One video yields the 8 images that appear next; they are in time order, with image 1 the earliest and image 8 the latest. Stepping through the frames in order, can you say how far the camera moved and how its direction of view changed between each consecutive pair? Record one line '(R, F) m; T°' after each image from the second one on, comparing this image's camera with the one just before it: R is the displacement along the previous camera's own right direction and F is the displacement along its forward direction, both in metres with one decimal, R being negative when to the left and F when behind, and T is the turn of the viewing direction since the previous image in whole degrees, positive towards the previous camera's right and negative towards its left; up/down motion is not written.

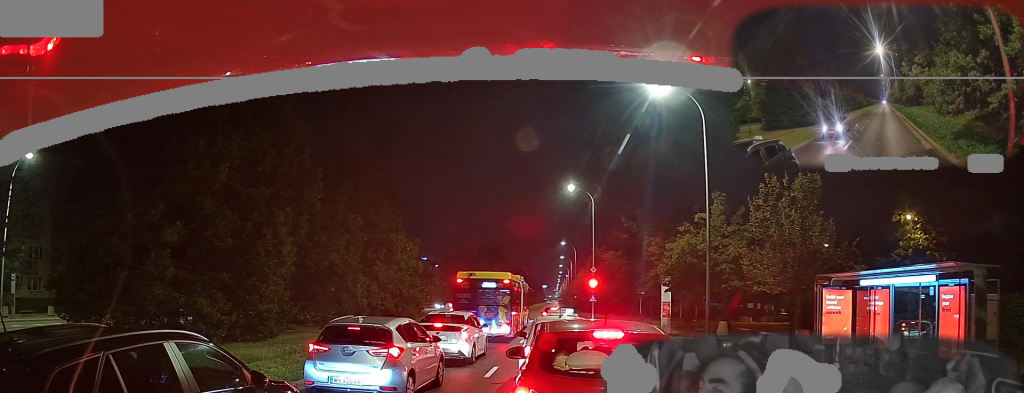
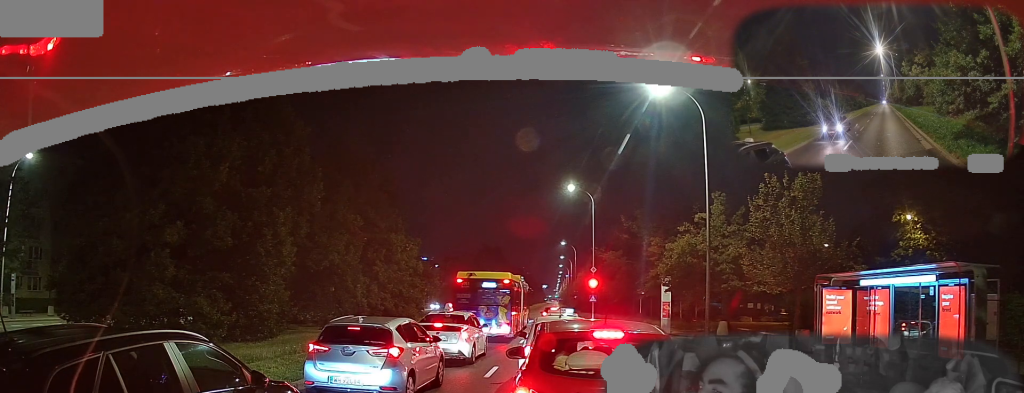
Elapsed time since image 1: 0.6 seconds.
(0.0, 0.0) m; 0°
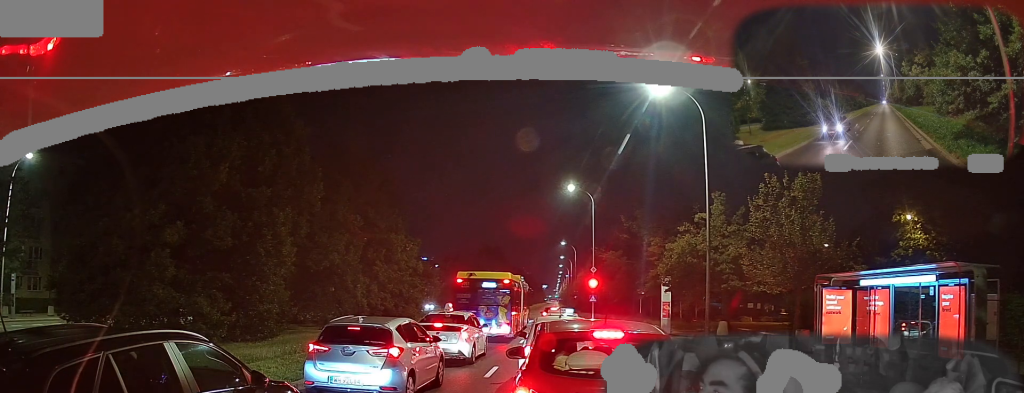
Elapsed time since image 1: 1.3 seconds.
(0.0, 0.0) m; 0°
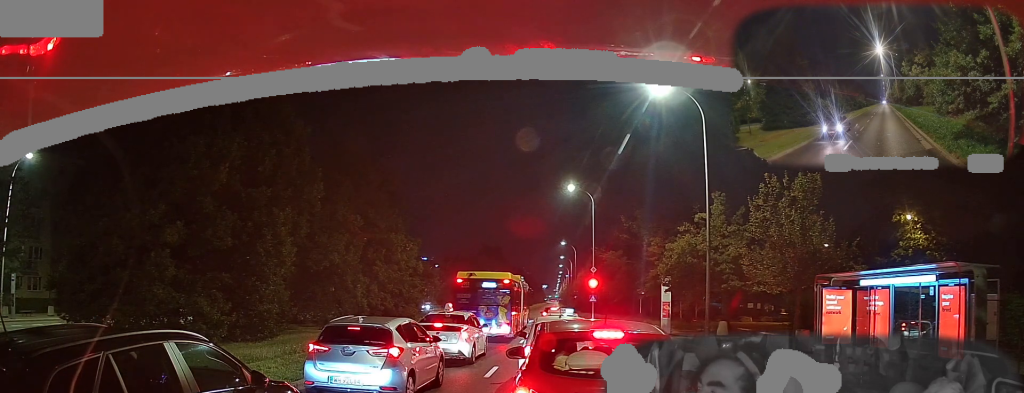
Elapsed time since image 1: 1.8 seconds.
(0.0, 0.0) m; 0°
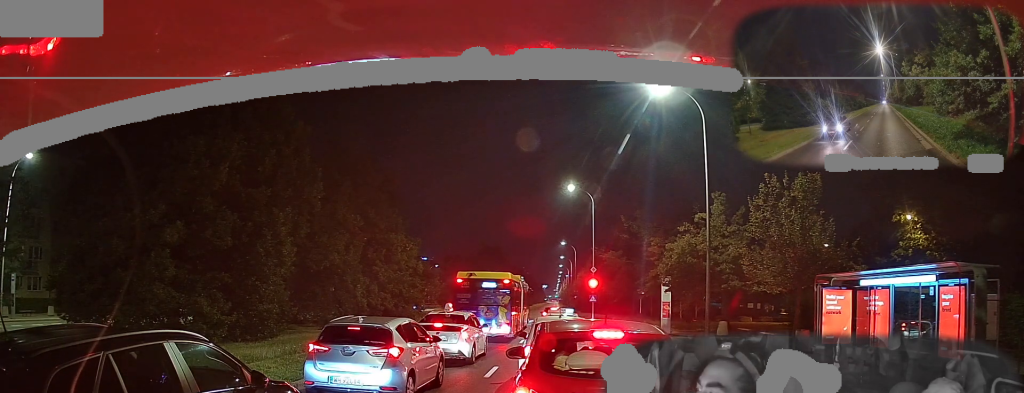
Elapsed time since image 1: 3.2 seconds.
(0.0, 0.0) m; 0°
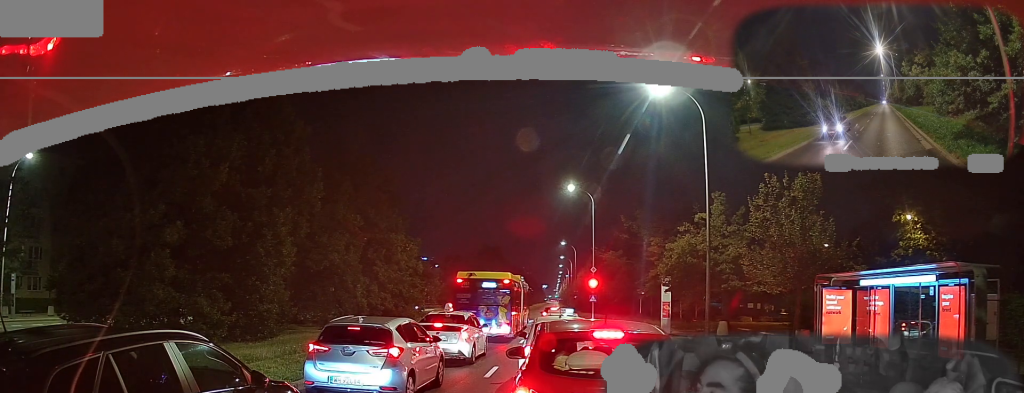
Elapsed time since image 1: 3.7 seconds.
(0.0, 0.0) m; 0°
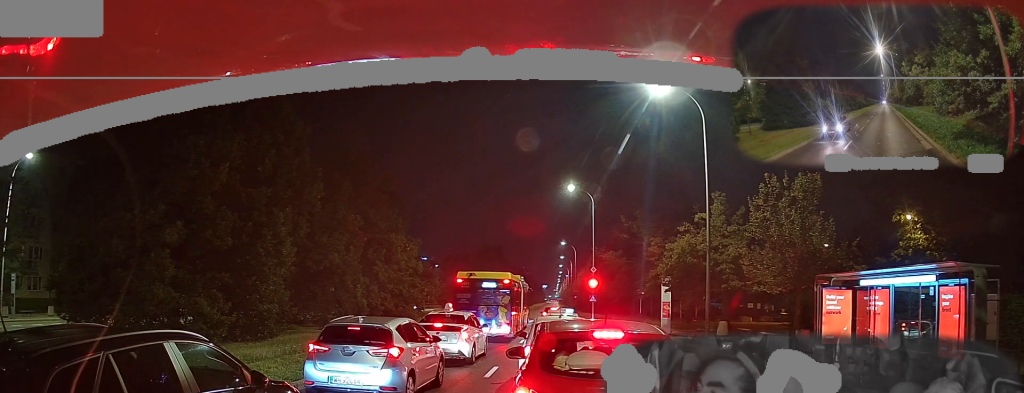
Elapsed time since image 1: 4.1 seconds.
(0.0, 0.0) m; 0°
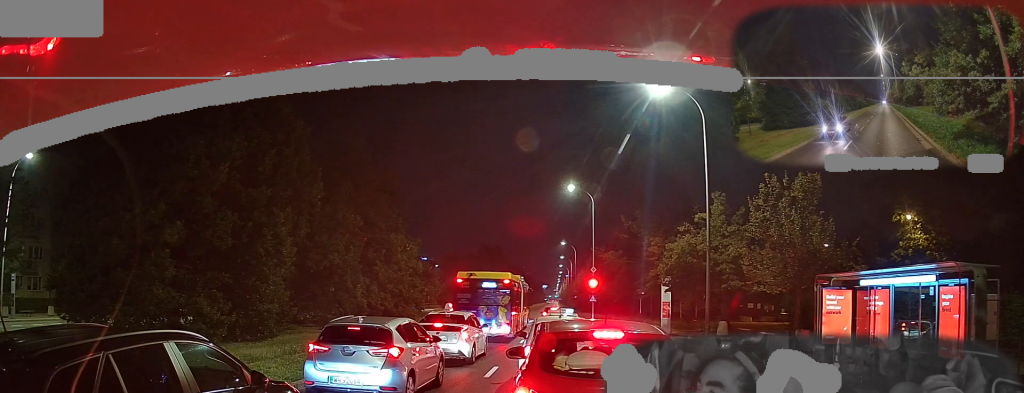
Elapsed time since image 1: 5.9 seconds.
(0.0, 0.0) m; 0°
